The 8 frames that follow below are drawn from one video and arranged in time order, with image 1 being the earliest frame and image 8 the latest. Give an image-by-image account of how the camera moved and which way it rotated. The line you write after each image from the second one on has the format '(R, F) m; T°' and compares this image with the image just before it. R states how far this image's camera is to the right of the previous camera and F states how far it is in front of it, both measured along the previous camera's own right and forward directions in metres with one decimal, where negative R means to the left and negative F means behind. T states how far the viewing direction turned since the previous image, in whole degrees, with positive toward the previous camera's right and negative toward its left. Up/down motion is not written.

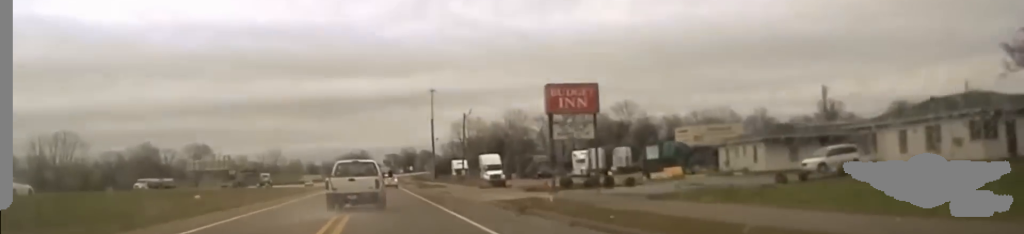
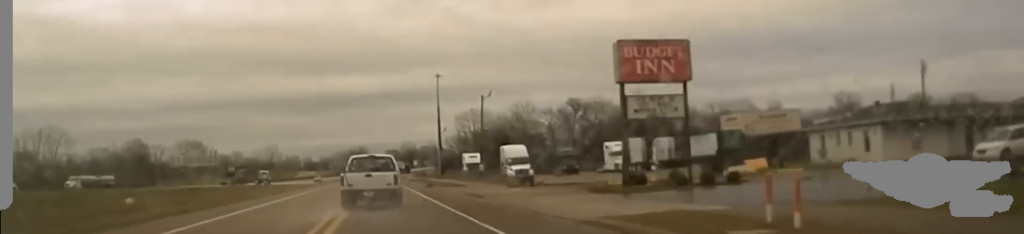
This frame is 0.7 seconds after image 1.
(+0.1, +19.0) m; 0°
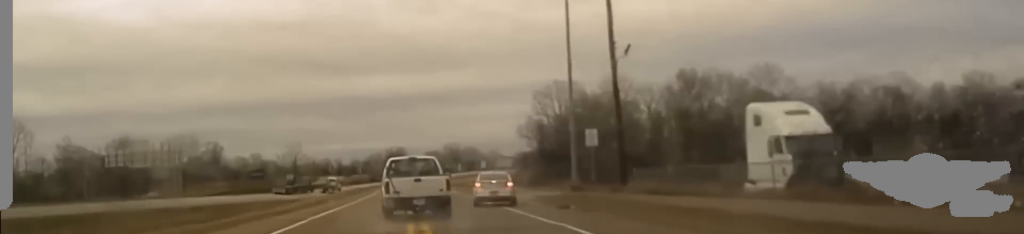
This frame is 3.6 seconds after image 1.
(-1.5, +87.1) m; -3°
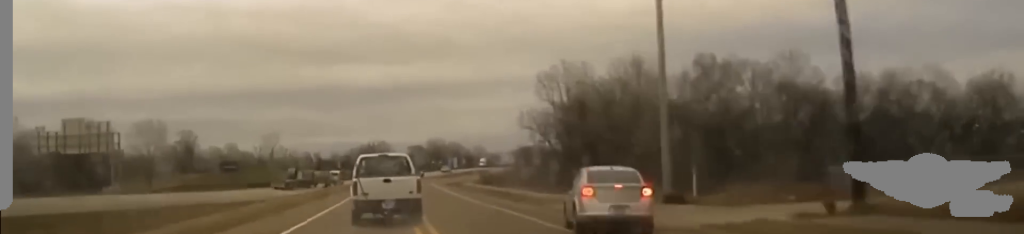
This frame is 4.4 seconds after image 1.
(-0.3, +25.0) m; 0°
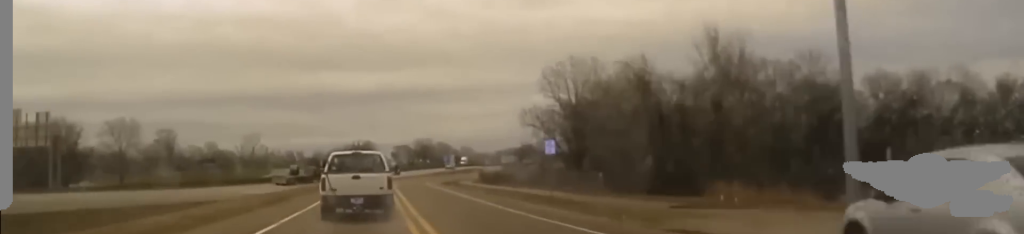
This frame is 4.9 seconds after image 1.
(-0.1, +17.6) m; +1°
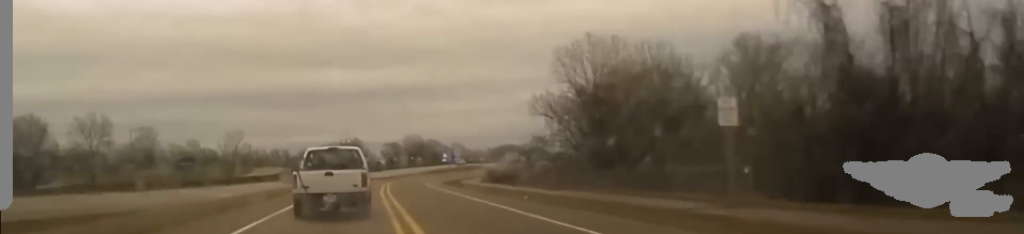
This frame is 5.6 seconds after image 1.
(+0.3, +21.8) m; +1°
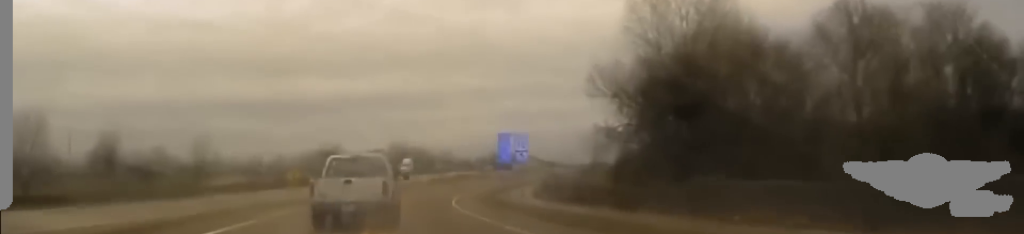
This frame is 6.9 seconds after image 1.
(+0.9, +44.4) m; +3°
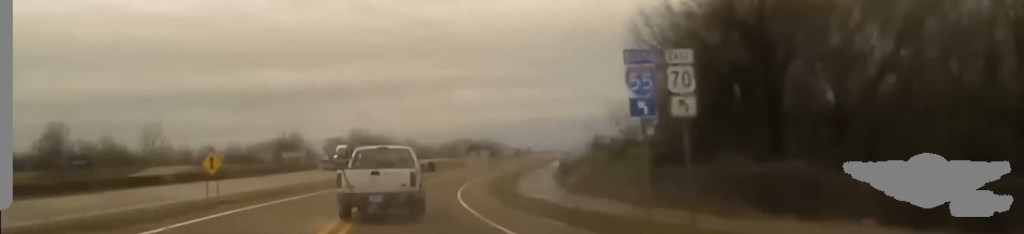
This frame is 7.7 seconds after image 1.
(+0.5, +26.6) m; +2°
